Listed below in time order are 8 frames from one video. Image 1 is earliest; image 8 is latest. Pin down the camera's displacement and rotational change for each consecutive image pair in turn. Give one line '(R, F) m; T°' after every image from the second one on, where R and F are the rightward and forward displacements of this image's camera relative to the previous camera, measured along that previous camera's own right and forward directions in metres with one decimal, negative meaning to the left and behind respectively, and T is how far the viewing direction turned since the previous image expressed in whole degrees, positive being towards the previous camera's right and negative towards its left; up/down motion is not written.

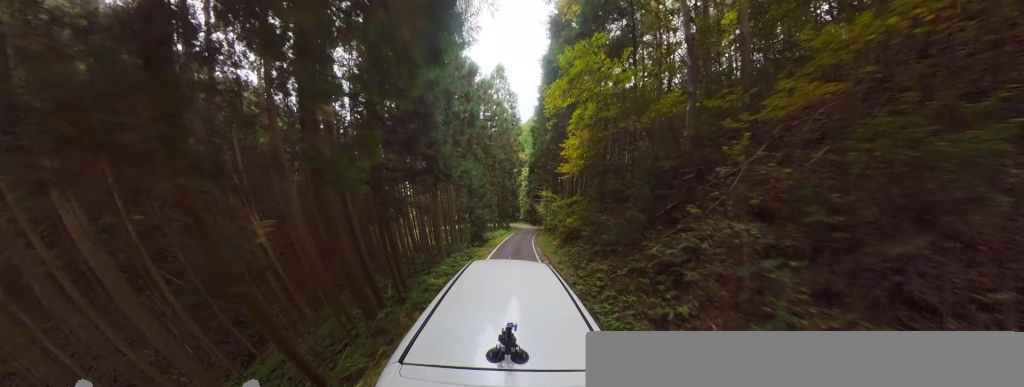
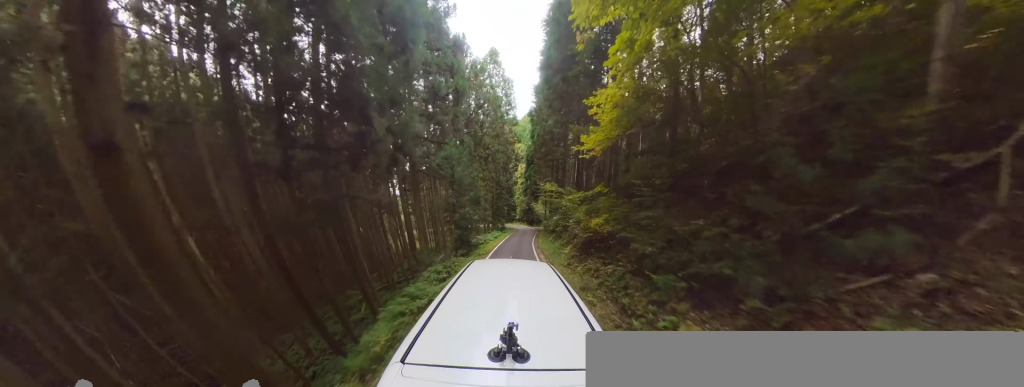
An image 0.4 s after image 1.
(-0.3, +3.1) m; -3°
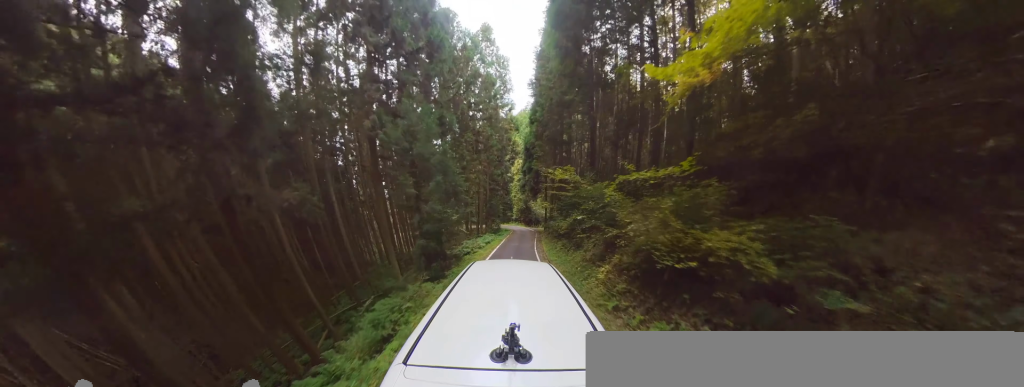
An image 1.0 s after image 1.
(+0.1, +3.9) m; +7°
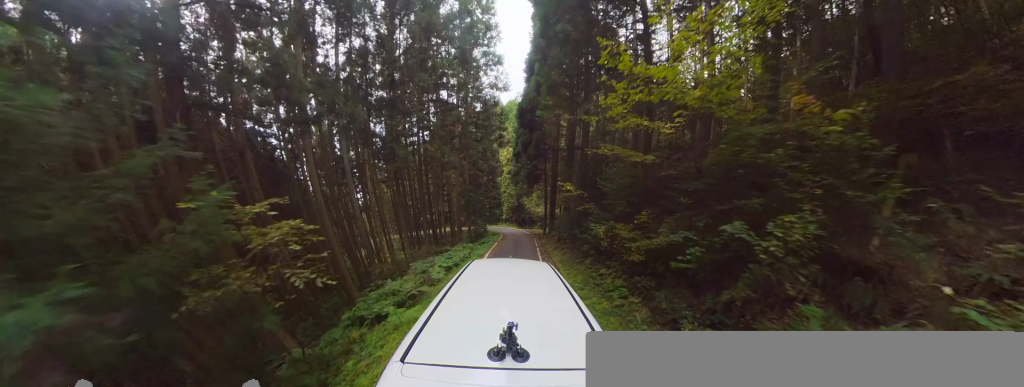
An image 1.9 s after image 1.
(+0.9, +6.8) m; +4°
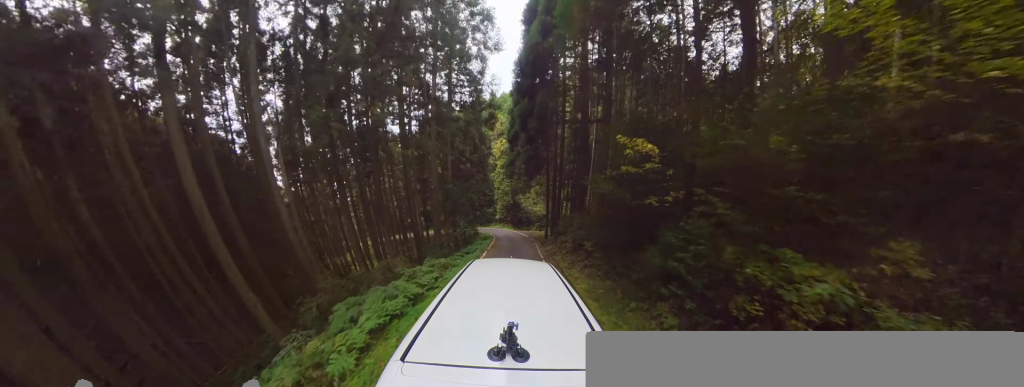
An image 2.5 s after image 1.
(+0.4, +3.7) m; -3°
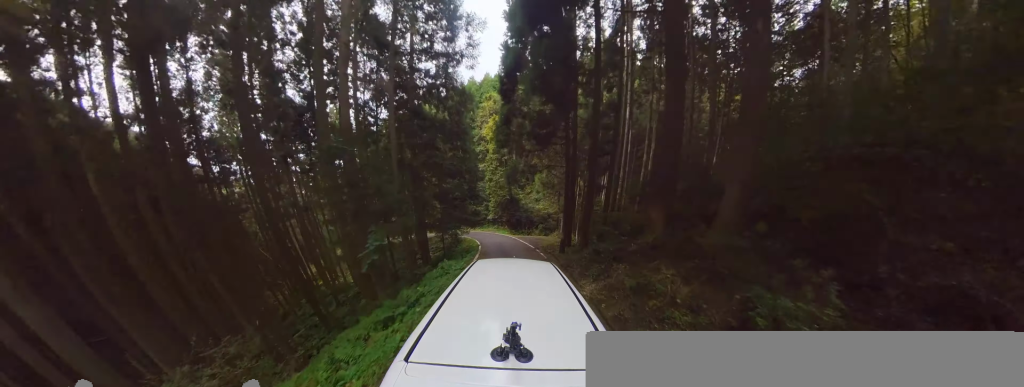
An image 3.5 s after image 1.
(-1.5, +6.9) m; -11°
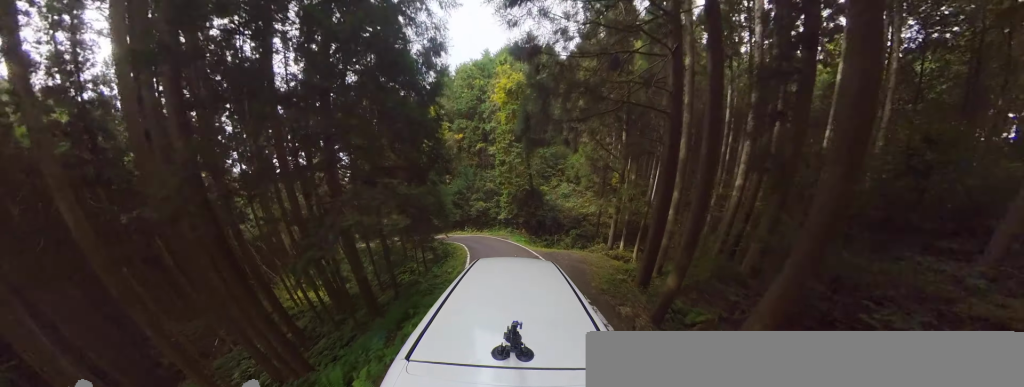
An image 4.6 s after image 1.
(-0.2, +8.1) m; -15°
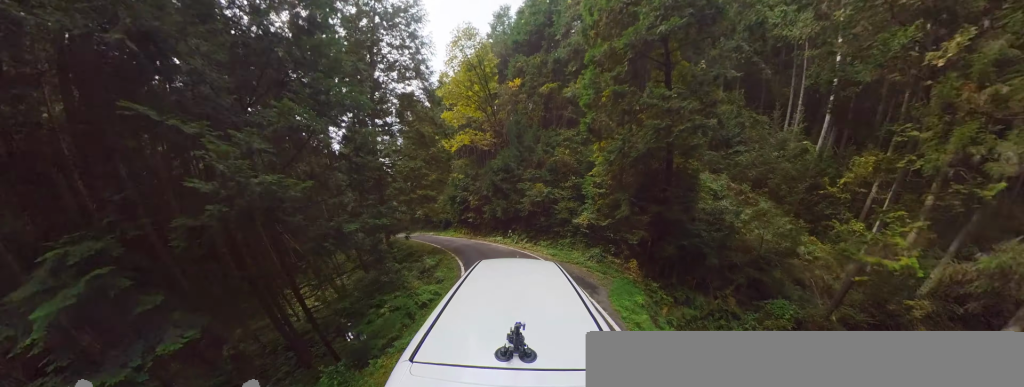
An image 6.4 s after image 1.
(-3.9, +12.2) m; -27°
